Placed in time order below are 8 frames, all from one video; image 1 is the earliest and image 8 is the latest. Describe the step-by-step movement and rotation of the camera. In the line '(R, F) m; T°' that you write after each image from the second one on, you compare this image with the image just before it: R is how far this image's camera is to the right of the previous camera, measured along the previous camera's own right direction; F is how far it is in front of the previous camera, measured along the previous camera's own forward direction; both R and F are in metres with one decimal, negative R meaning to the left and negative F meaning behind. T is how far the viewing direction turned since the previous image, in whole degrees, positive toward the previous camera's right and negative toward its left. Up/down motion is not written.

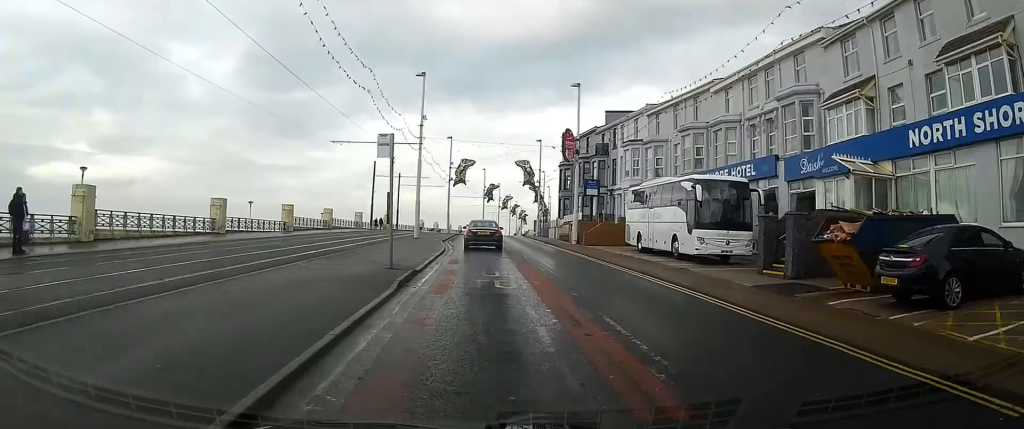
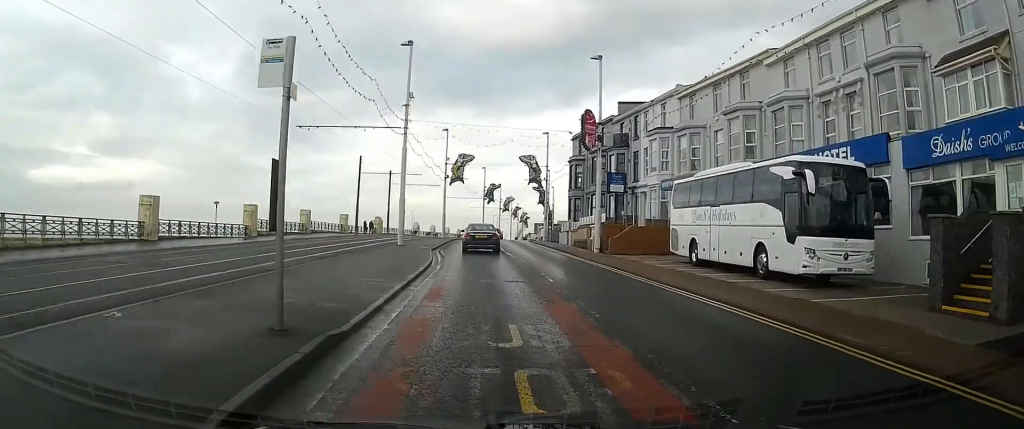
(-0.1, +8.6) m; 0°
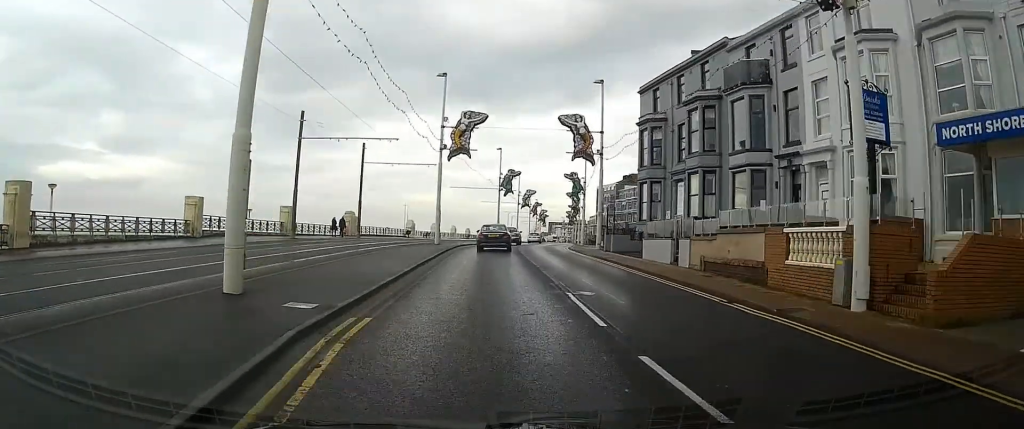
(-0.1, +25.4) m; 0°
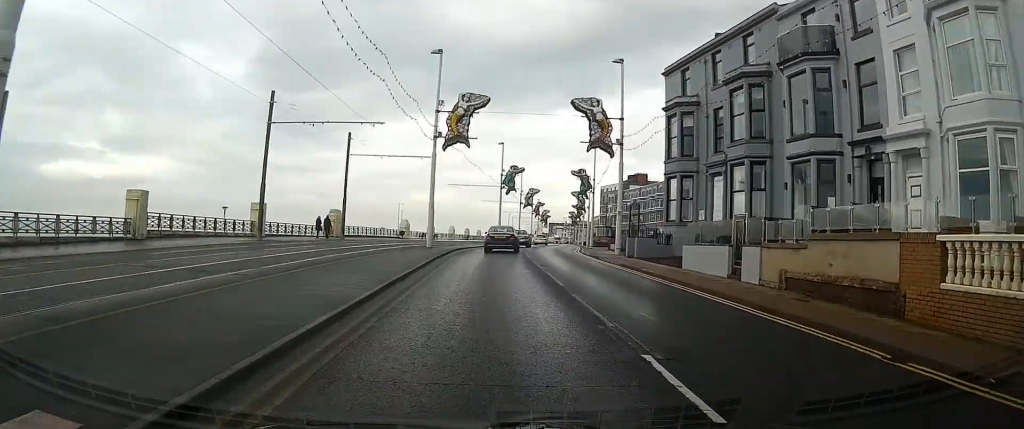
(0.0, +6.1) m; 0°
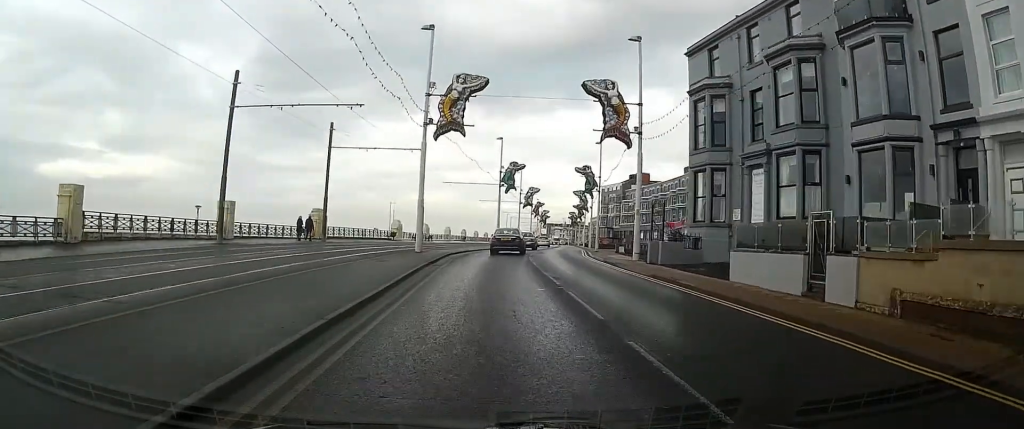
(0.0, +5.1) m; 0°
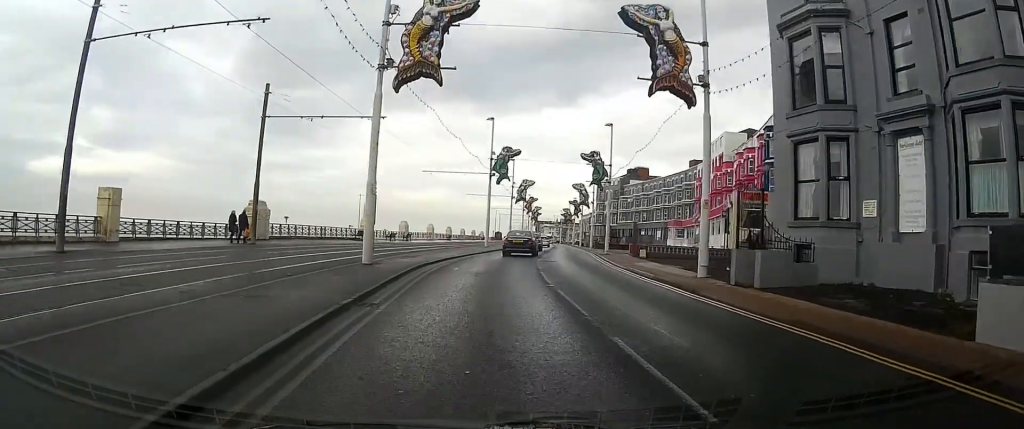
(+0.1, +11.5) m; +1°
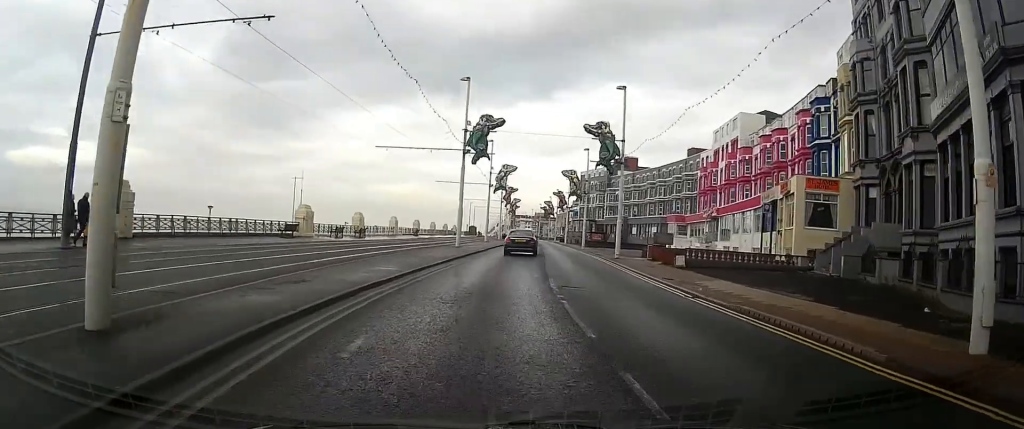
(+0.1, +13.8) m; +2°
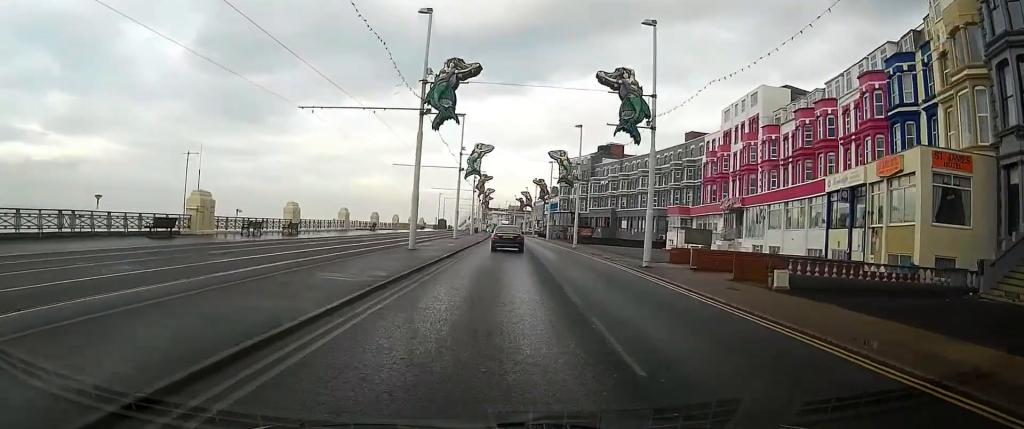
(+0.4, +13.3) m; +3°
